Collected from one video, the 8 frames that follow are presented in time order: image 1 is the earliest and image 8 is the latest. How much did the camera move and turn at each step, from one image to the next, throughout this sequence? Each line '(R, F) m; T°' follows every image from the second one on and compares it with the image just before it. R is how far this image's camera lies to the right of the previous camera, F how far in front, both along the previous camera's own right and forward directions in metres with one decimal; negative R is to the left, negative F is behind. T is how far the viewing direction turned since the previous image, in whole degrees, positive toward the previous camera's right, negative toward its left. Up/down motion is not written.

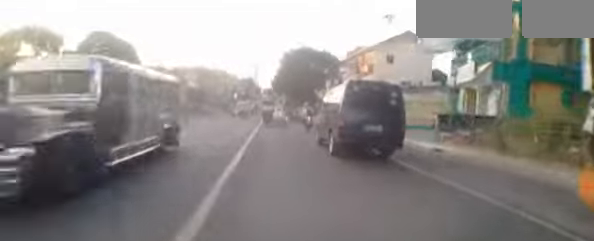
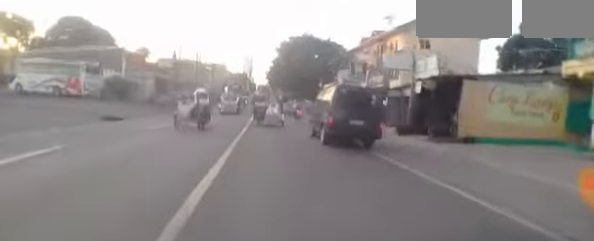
(-0.3, +10.3) m; -2°
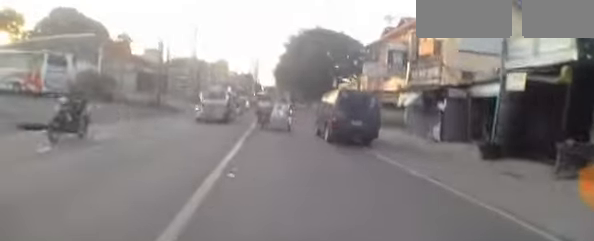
(-0.1, +6.3) m; 0°
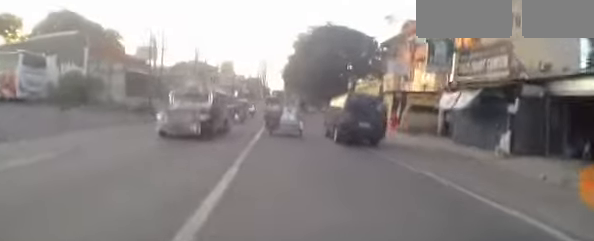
(0.0, +3.6) m; +1°
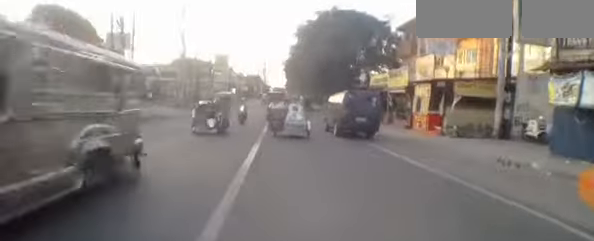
(+0.1, +4.9) m; +1°
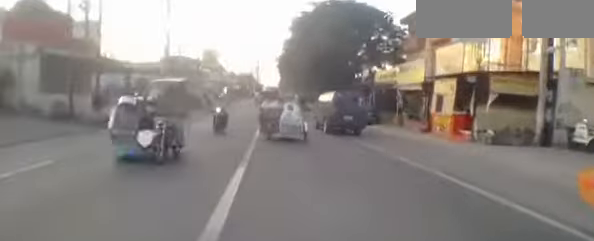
(0.0, +2.8) m; 0°
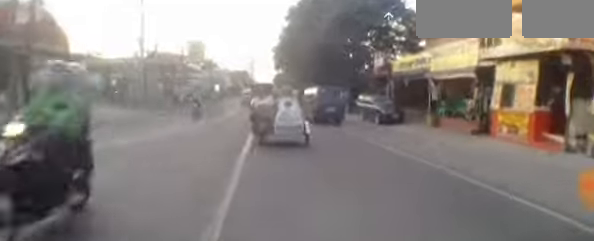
(-0.1, +3.7) m; -3°
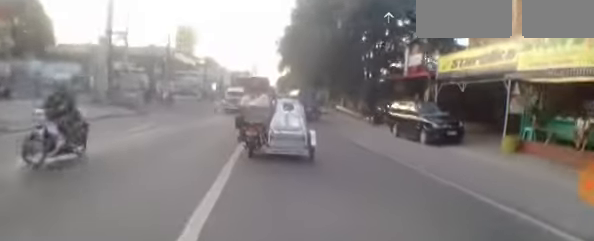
(-0.1, +4.1) m; +1°
